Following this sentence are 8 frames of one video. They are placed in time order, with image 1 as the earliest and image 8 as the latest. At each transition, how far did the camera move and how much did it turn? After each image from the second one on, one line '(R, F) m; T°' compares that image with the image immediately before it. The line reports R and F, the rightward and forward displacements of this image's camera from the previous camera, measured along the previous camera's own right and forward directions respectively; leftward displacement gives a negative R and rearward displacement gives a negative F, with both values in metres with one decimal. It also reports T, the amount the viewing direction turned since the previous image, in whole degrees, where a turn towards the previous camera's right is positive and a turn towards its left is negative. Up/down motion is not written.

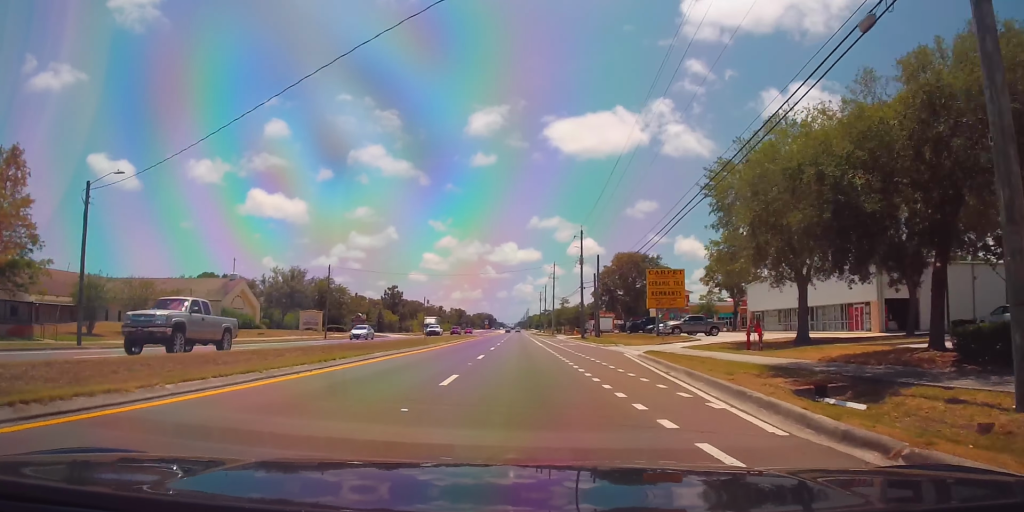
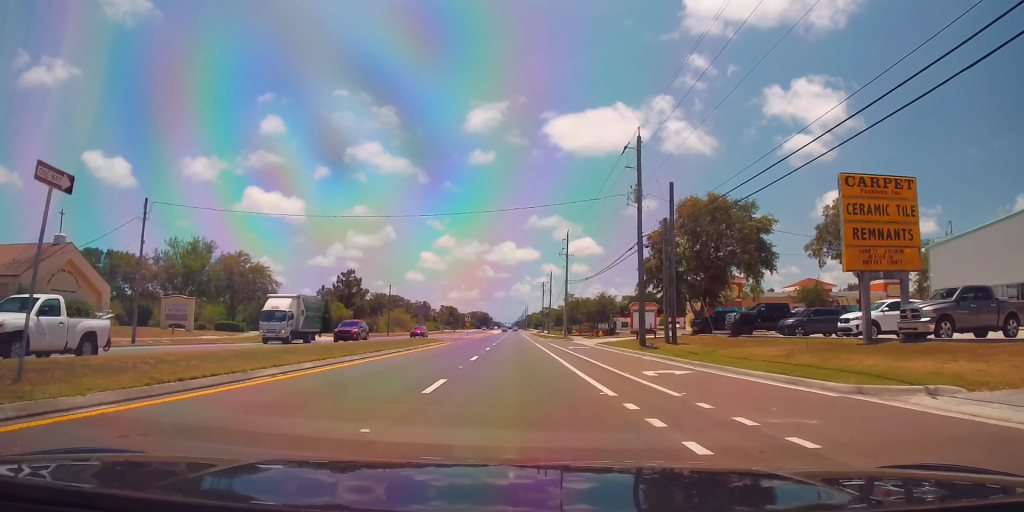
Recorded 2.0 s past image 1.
(0.0, +38.4) m; 0°
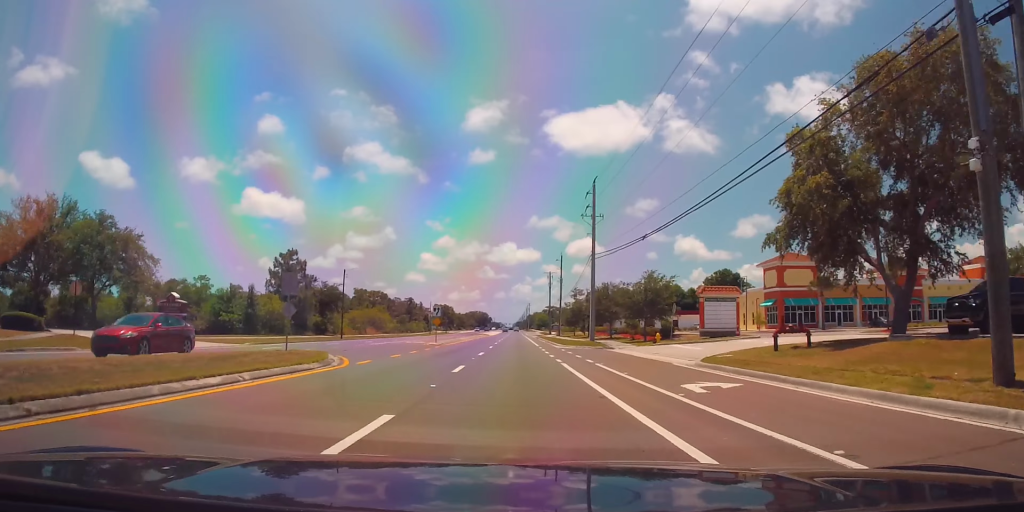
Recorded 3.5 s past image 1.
(0.0, +30.3) m; 0°
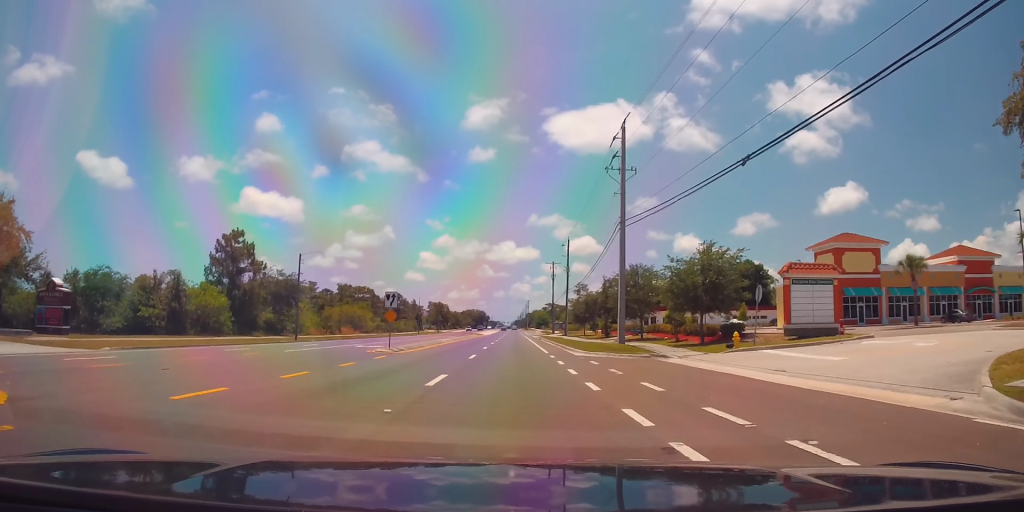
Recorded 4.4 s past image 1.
(0.0, +16.8) m; 0°
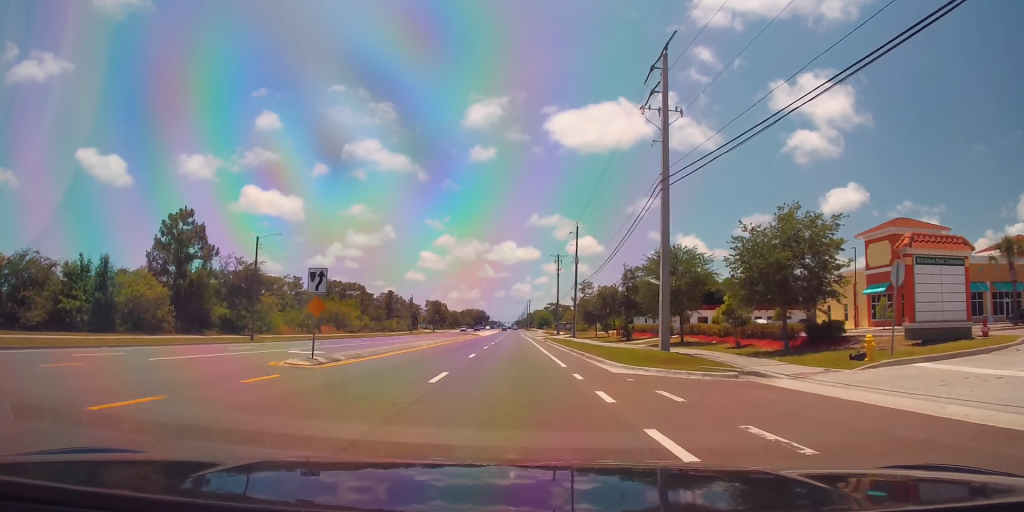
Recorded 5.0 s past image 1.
(0.0, +11.6) m; 0°
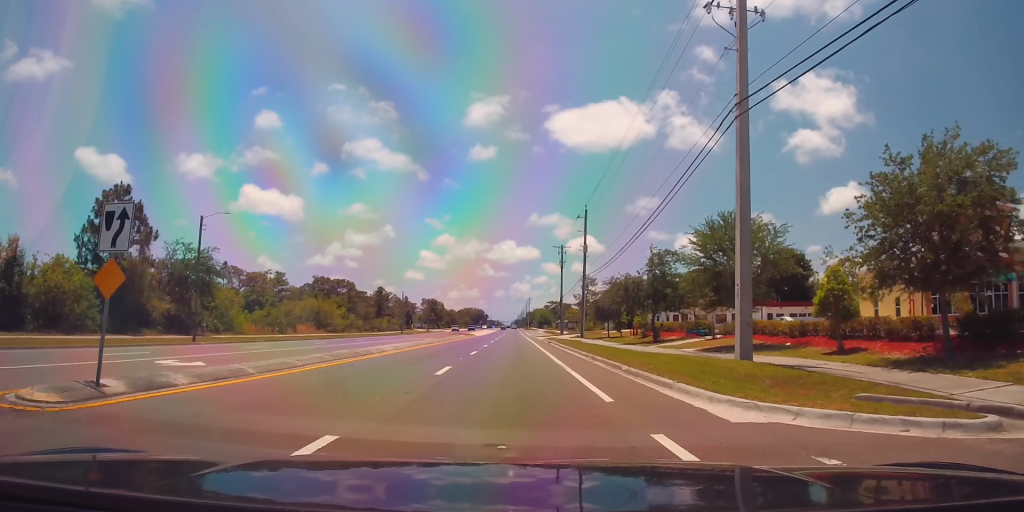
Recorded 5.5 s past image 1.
(0.0, +10.3) m; 0°
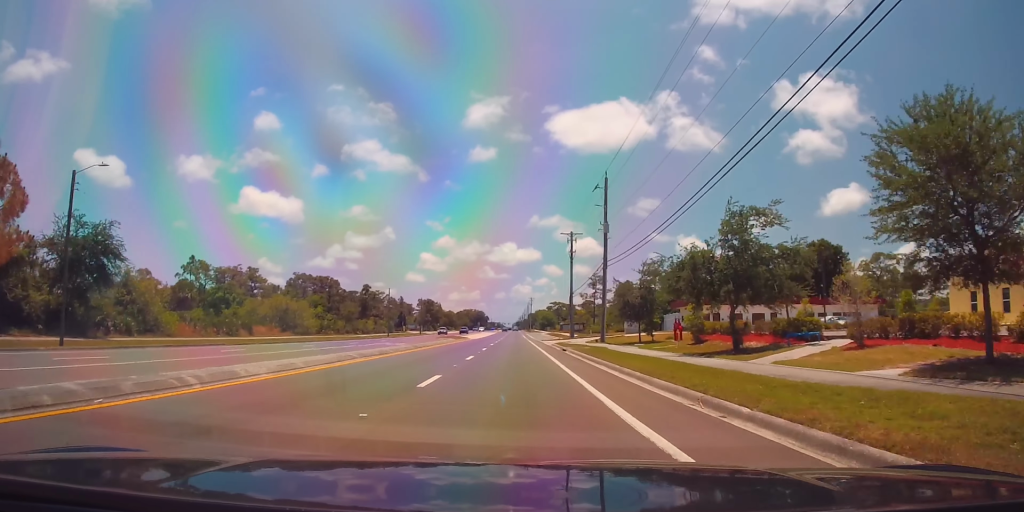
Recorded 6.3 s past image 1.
(0.0, +14.9) m; 0°
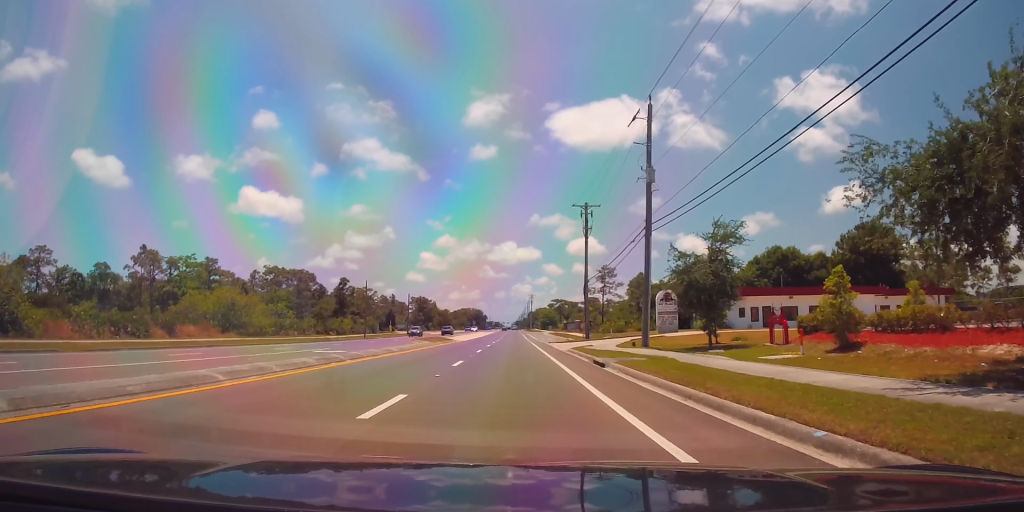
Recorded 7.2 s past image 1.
(0.0, +16.9) m; 0°
